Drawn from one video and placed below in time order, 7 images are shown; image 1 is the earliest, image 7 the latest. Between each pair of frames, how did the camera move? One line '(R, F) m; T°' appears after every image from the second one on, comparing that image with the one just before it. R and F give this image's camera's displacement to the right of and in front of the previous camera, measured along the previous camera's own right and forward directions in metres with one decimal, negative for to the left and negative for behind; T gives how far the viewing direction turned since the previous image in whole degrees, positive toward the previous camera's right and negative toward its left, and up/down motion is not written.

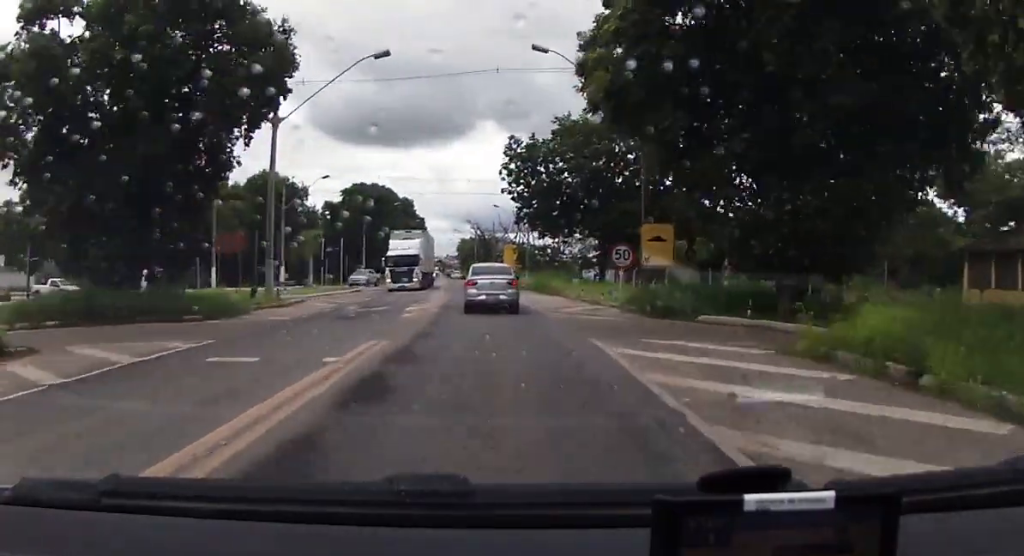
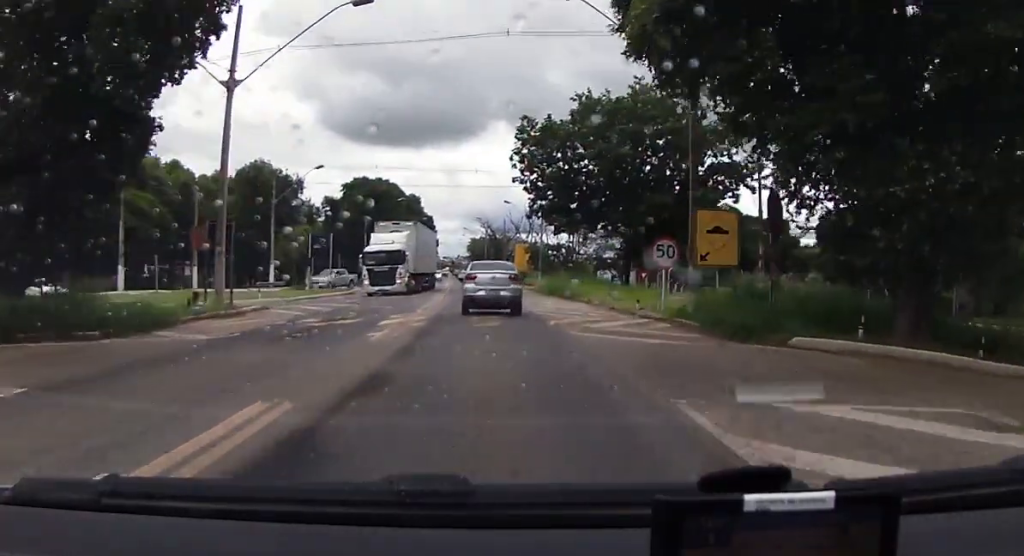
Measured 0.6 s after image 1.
(-0.1, +6.2) m; -1°
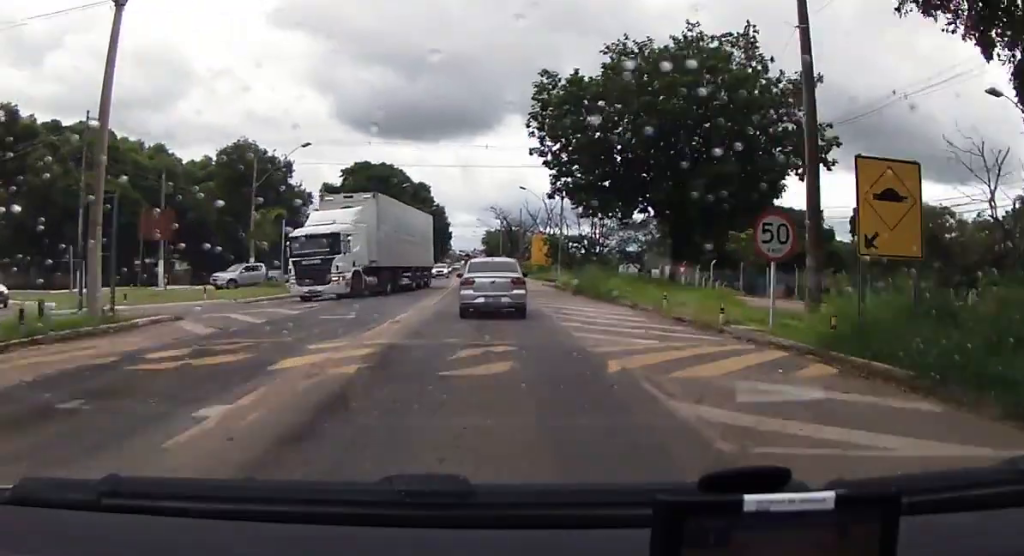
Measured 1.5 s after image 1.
(-0.3, +8.6) m; -1°
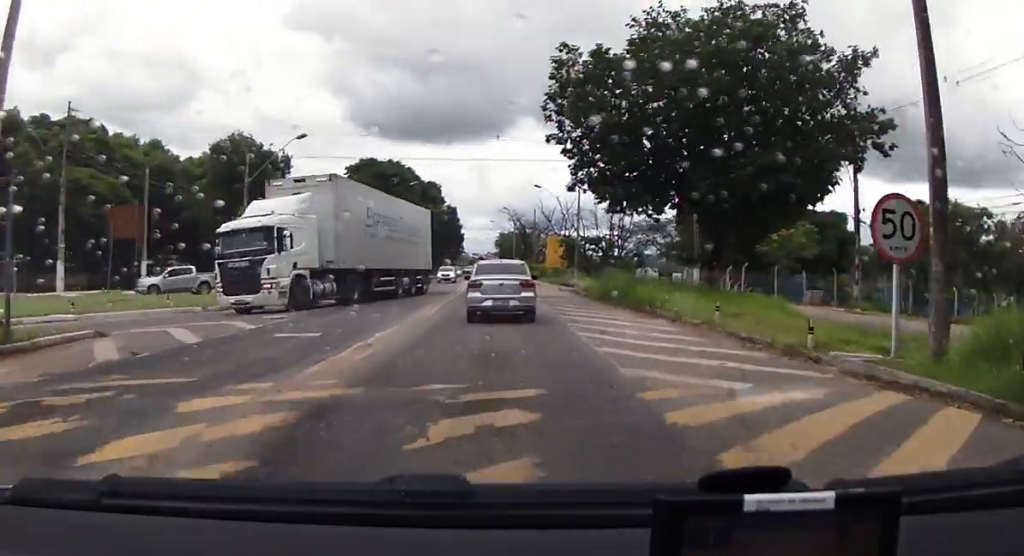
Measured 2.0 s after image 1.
(+0.3, +4.5) m; -1°
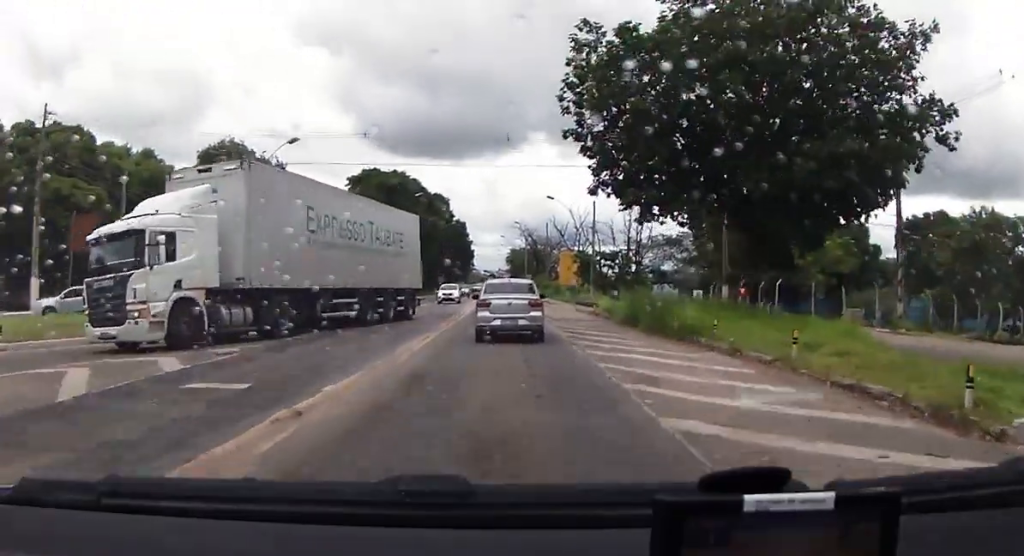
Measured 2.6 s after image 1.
(0.0, +4.6) m; -1°
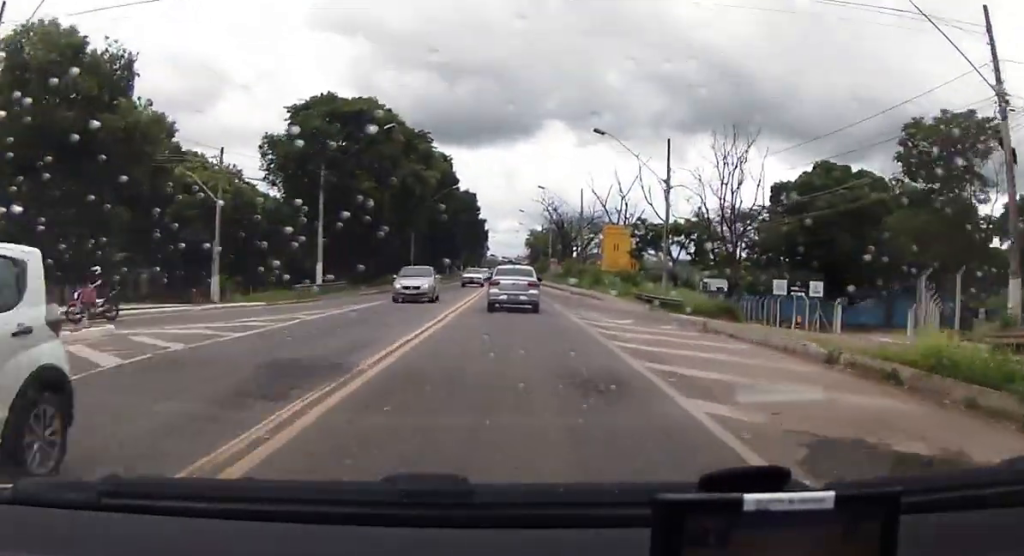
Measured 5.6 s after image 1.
(-1.2, +25.4) m; -3°
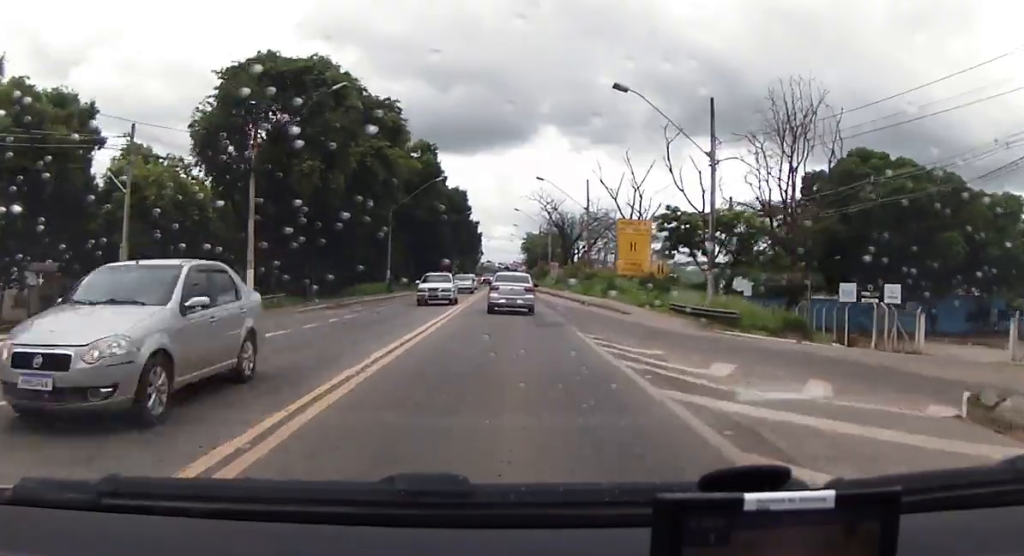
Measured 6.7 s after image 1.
(+0.3, +10.7) m; +1°
